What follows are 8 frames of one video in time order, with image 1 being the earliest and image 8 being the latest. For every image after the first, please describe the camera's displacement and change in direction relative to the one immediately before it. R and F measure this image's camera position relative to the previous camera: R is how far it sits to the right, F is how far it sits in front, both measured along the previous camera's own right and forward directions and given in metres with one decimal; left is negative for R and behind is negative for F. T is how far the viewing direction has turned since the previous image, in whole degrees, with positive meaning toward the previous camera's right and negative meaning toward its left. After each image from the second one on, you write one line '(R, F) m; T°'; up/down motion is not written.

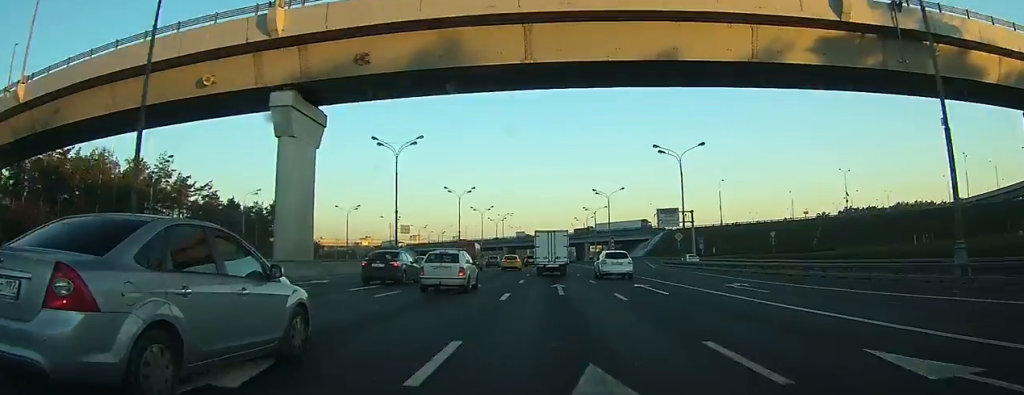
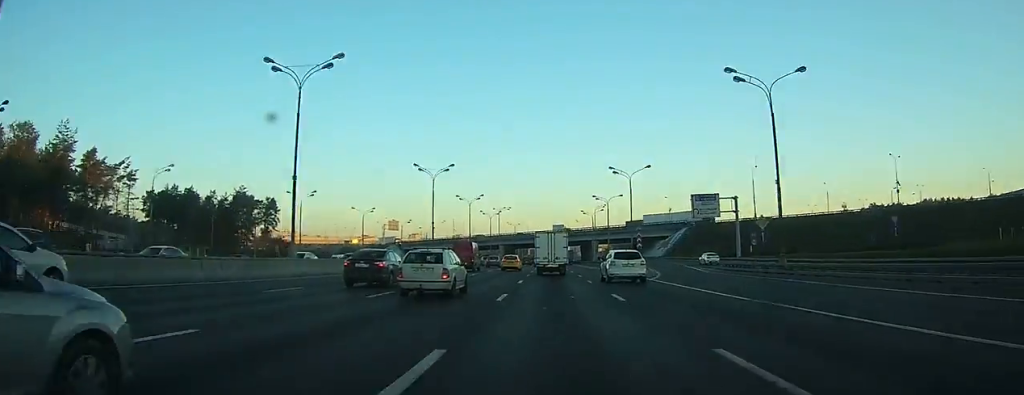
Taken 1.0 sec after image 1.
(0.0, +24.2) m; 0°
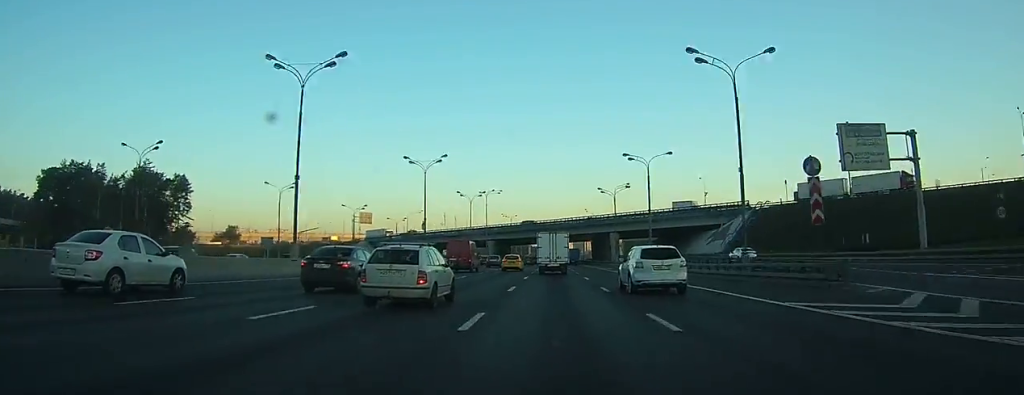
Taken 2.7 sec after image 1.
(-0.3, +45.1) m; 0°
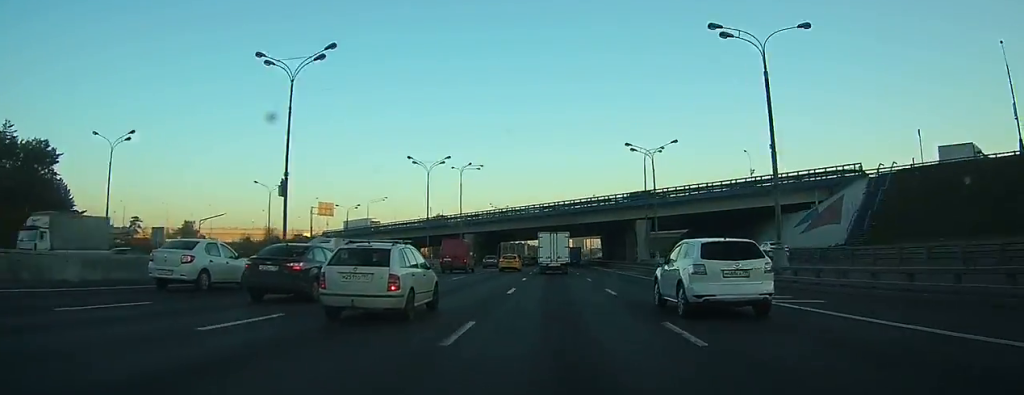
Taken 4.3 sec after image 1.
(0.0, +38.8) m; 0°
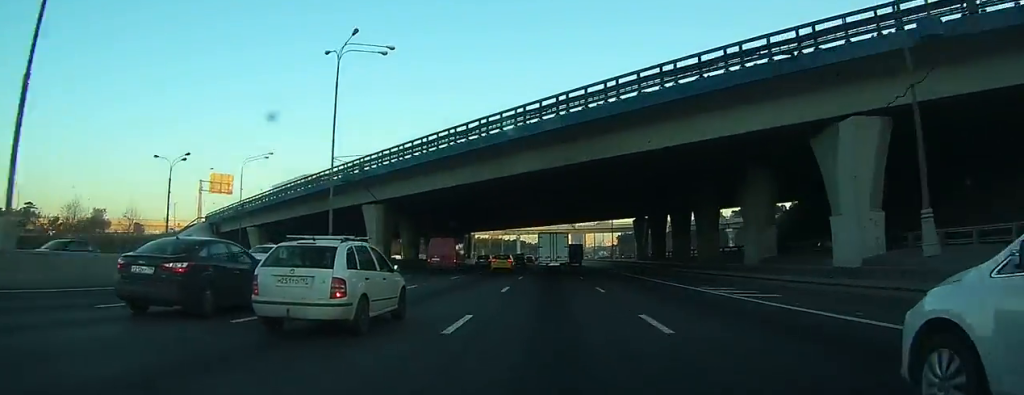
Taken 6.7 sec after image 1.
(0.0, +56.2) m; 0°
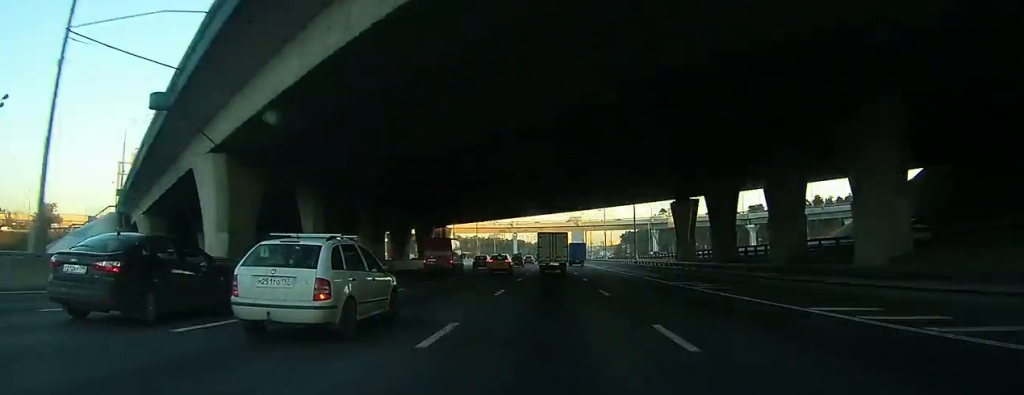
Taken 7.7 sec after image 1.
(0.0, +22.8) m; 0°
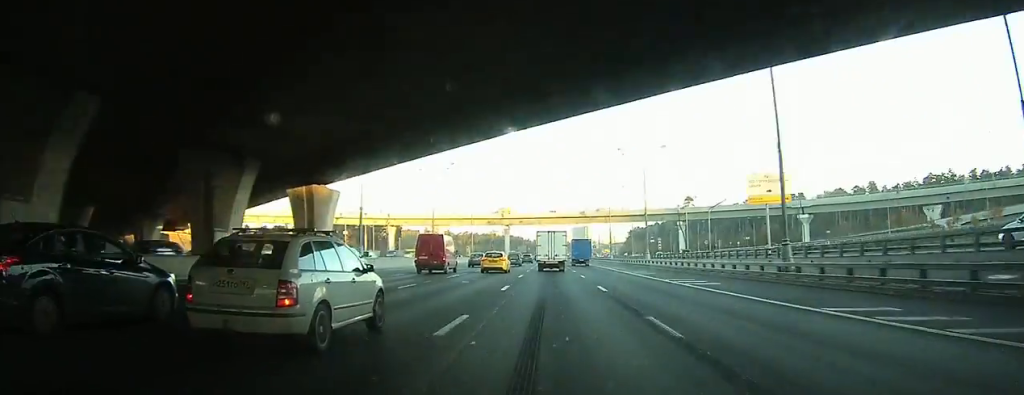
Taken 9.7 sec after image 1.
(+0.1, +39.8) m; 0°
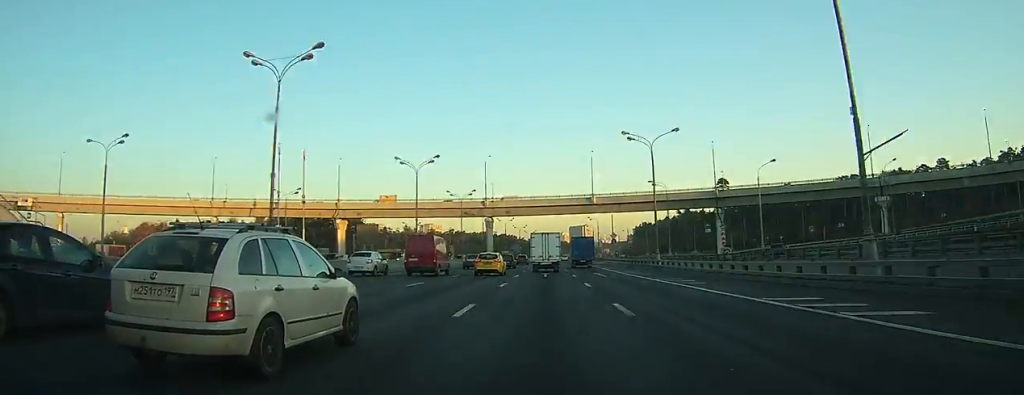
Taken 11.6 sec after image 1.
(+0.2, +41.0) m; 0°
